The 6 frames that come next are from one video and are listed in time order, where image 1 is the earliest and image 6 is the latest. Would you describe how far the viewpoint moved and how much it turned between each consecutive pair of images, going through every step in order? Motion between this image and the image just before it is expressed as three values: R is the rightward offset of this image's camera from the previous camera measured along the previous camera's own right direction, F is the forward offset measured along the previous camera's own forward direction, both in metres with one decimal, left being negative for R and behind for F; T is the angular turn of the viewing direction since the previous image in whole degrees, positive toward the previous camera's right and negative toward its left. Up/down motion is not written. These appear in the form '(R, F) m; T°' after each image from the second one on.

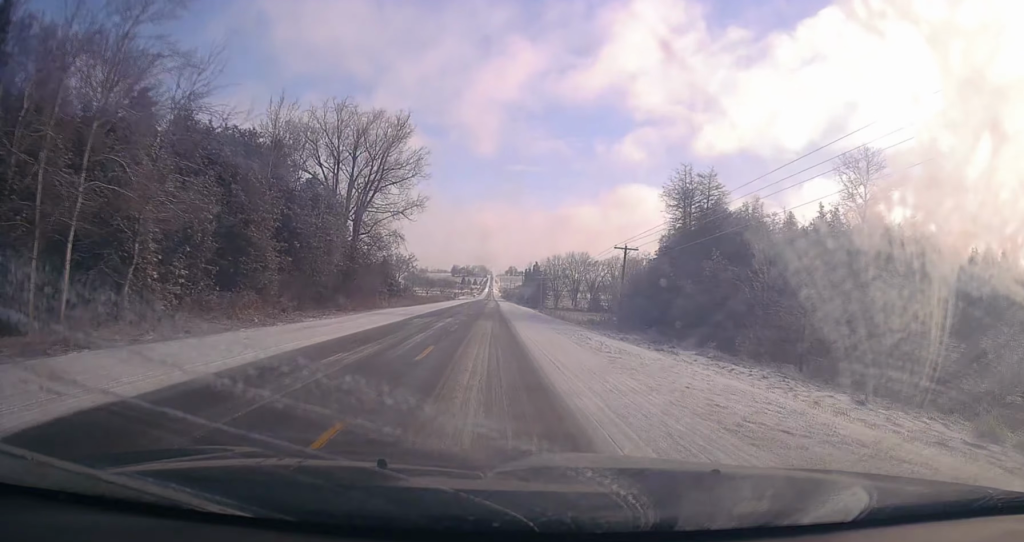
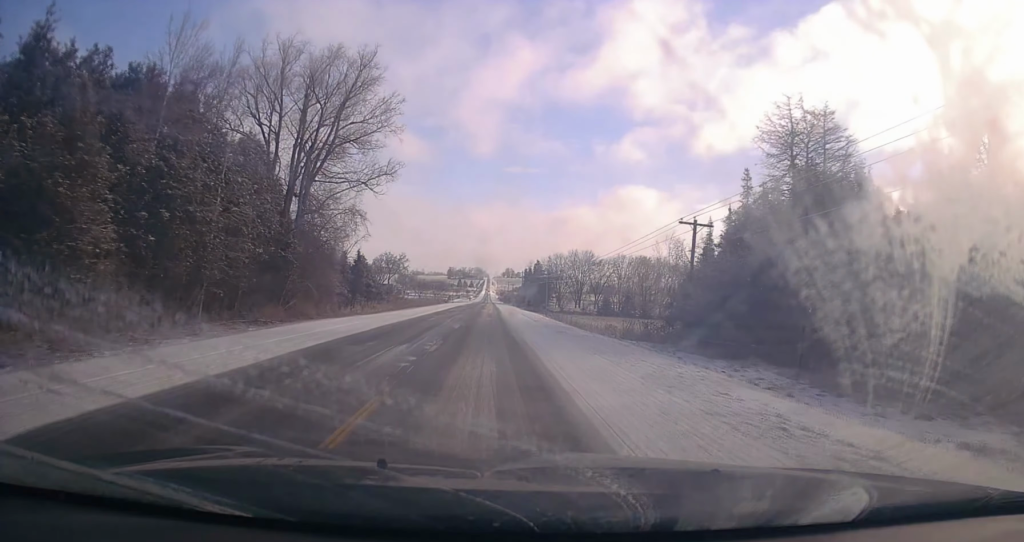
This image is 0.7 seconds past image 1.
(+0.1, +17.1) m; -1°
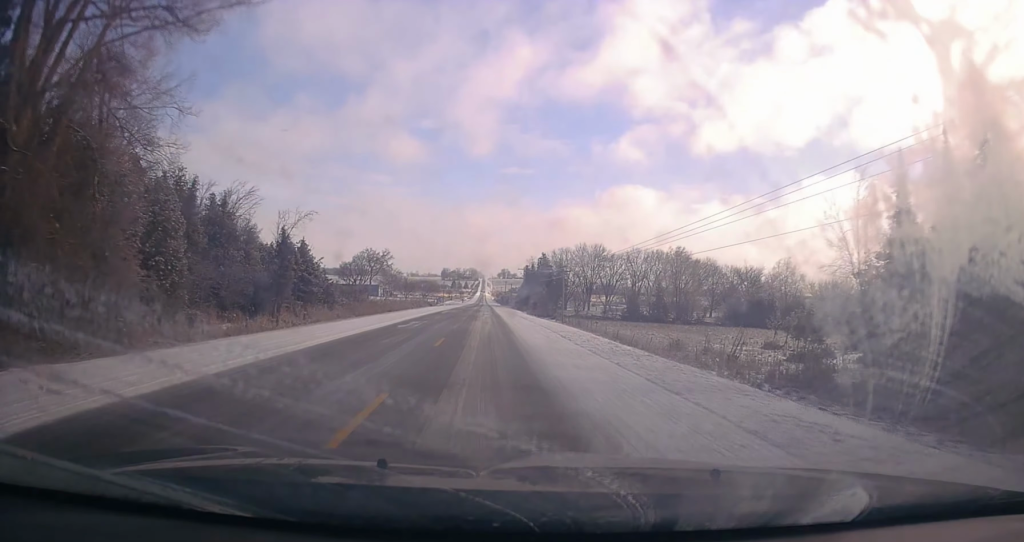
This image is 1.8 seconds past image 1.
(-0.5, +28.3) m; 0°
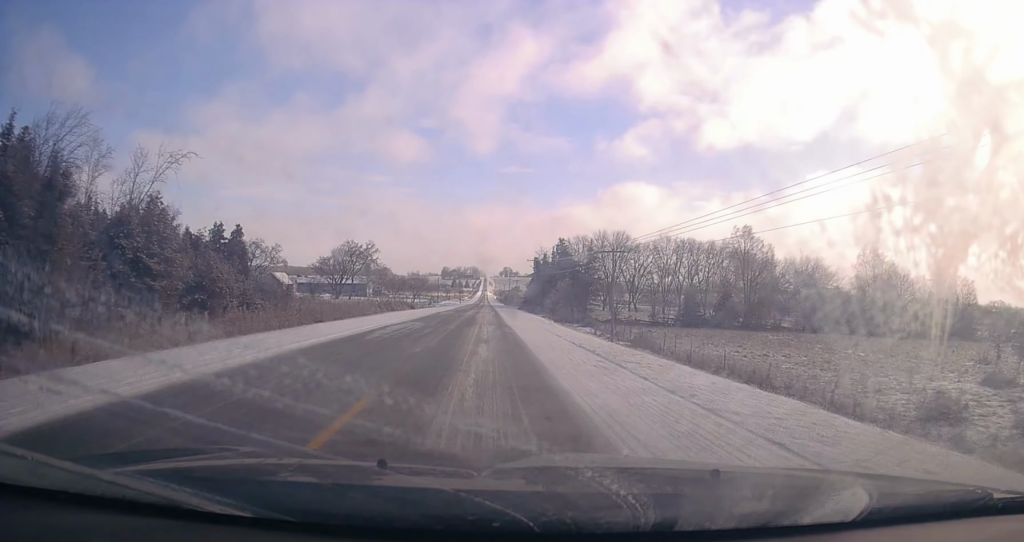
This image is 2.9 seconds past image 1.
(+0.6, +29.1) m; +2°
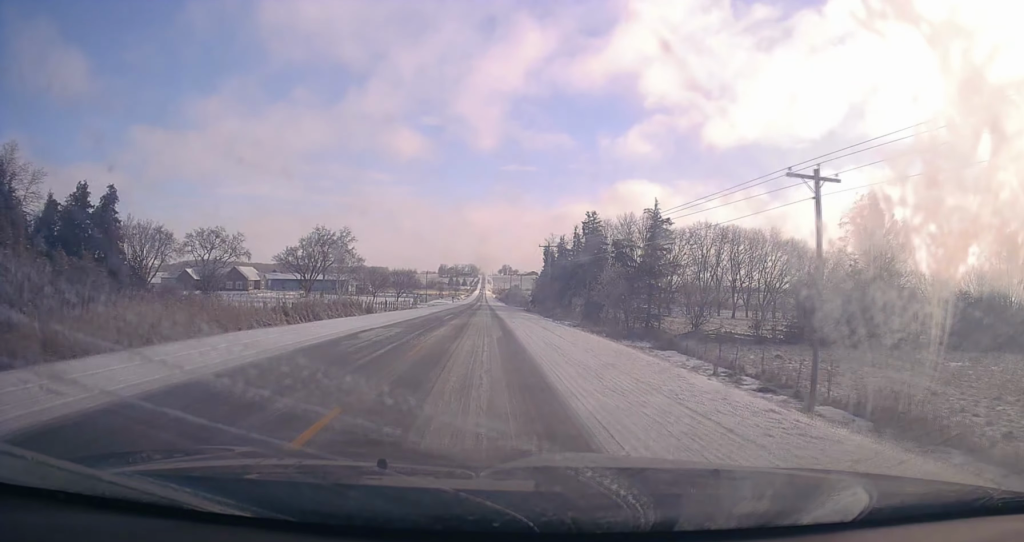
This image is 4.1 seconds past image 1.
(+0.1, +30.8) m; 0°
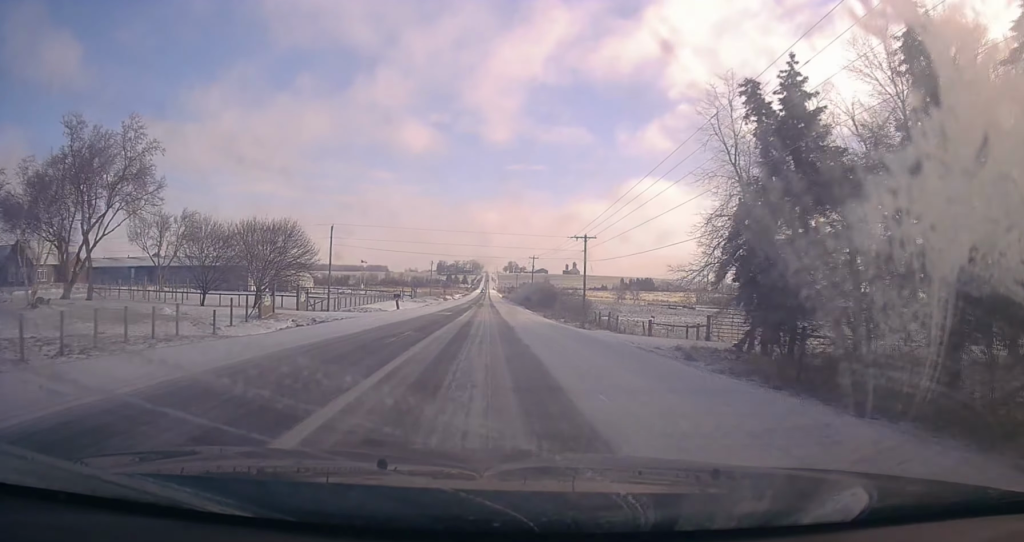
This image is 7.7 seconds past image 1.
(-0.7, +94.9) m; -2°
